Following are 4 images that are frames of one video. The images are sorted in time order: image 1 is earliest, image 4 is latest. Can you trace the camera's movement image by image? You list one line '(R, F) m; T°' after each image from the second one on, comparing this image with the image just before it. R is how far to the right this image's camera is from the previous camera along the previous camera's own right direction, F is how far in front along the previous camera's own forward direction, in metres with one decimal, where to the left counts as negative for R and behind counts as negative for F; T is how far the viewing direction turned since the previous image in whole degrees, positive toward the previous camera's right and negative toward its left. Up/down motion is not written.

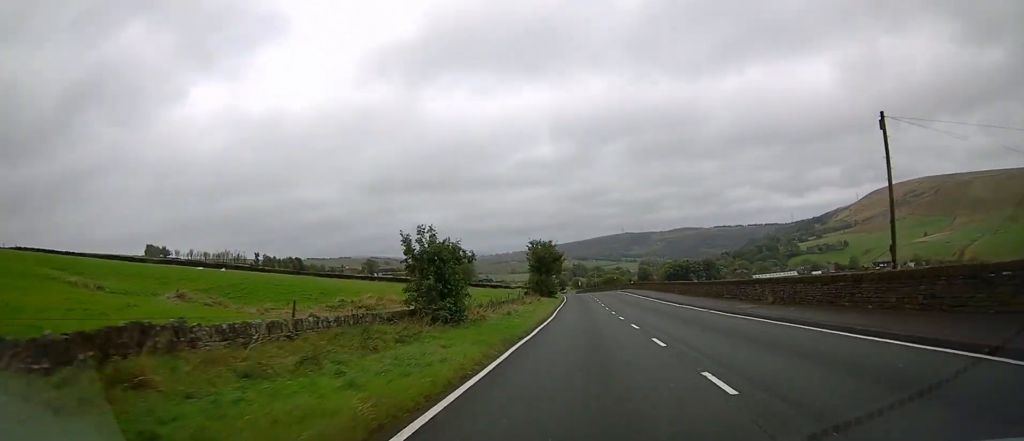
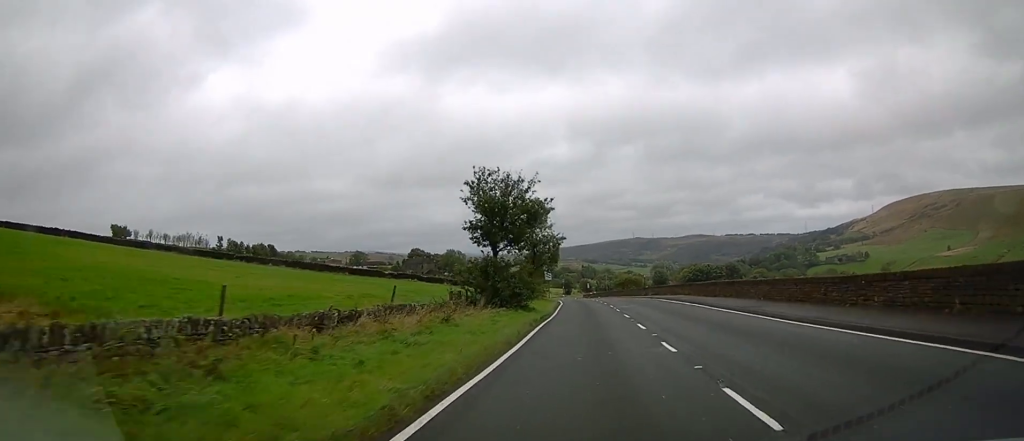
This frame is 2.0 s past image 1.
(-0.4, +35.0) m; -1°
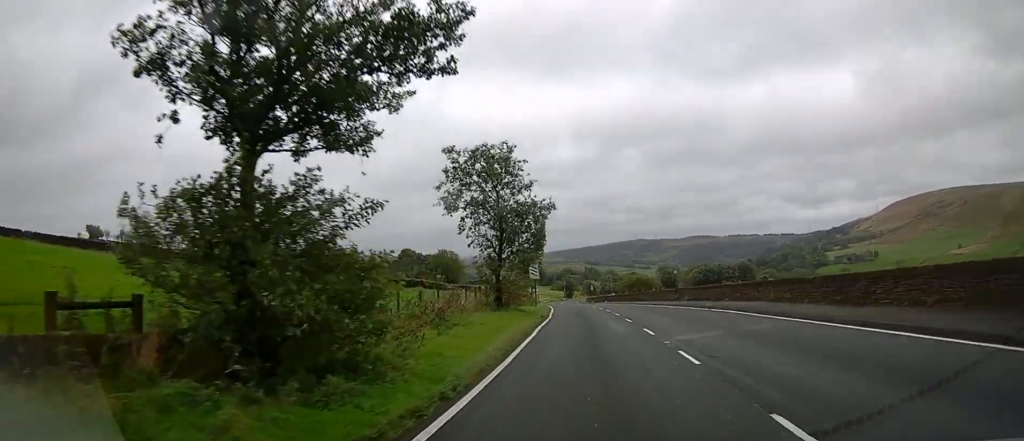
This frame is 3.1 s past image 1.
(0.0, +19.1) m; 0°
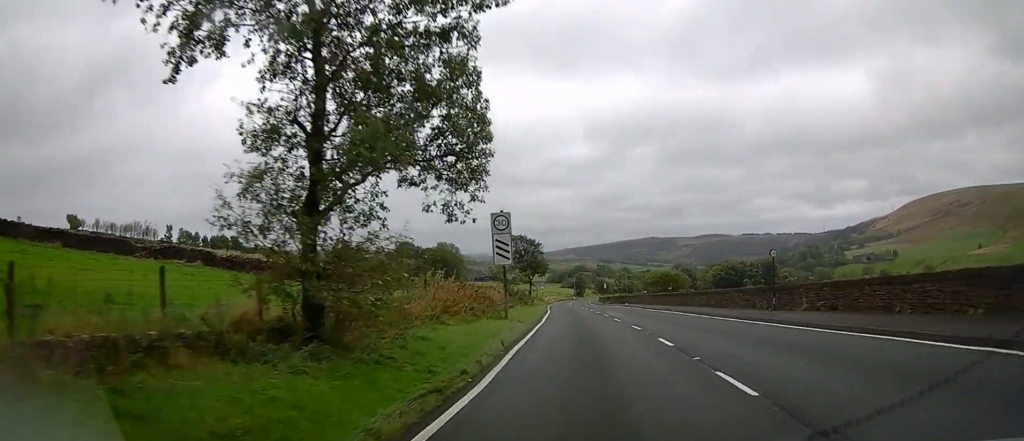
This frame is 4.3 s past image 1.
(-0.2, +20.2) m; -1°
